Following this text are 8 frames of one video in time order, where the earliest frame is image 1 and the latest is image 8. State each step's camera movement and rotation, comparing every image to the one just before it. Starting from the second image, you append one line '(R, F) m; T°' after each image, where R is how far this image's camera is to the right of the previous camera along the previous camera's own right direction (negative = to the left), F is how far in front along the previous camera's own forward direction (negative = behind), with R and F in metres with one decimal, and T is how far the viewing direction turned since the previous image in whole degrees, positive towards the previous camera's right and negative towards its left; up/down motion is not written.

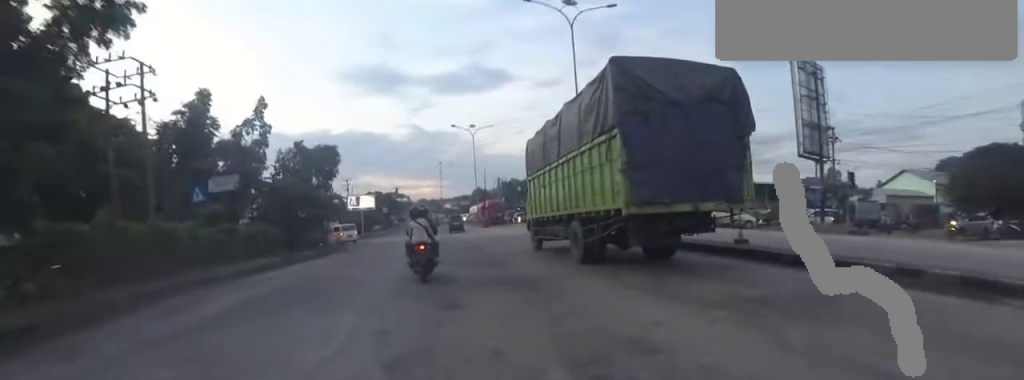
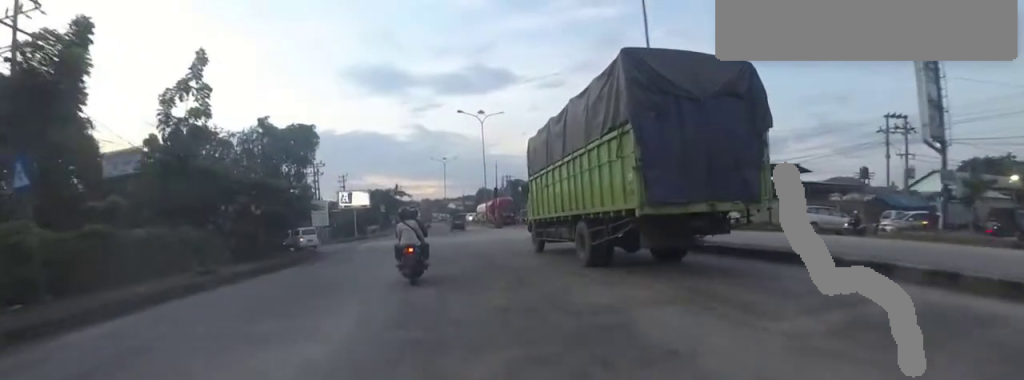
(+1.4, +7.4) m; +2°
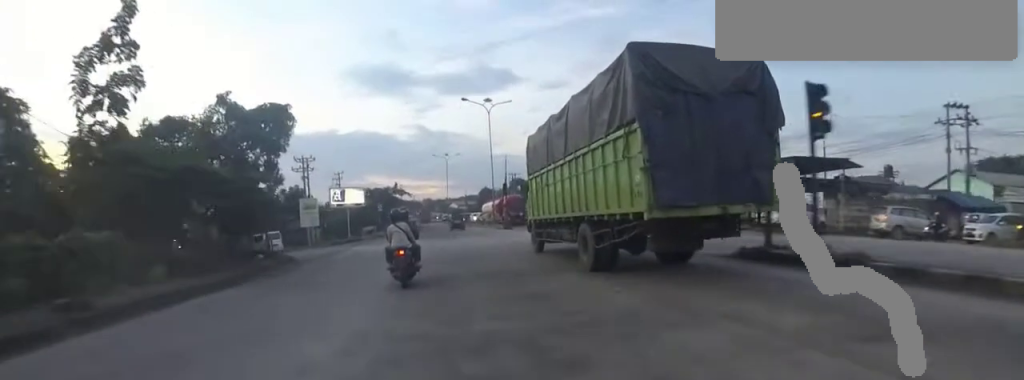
(-0.2, +5.1) m; -4°
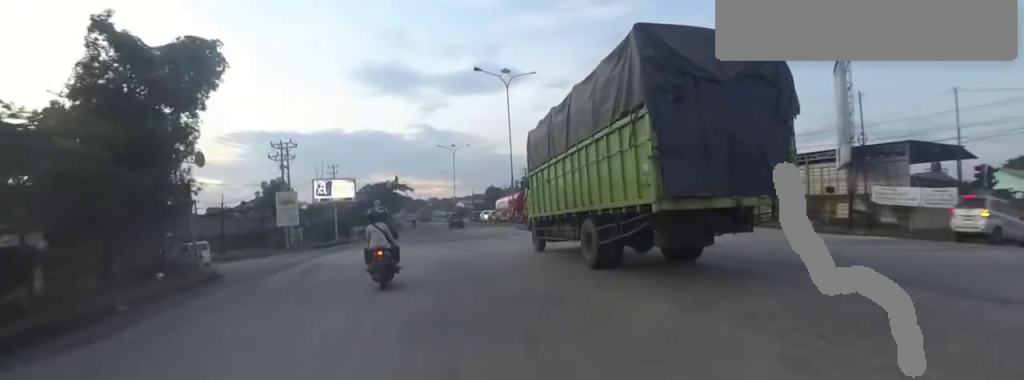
(-1.0, +8.5) m; -8°
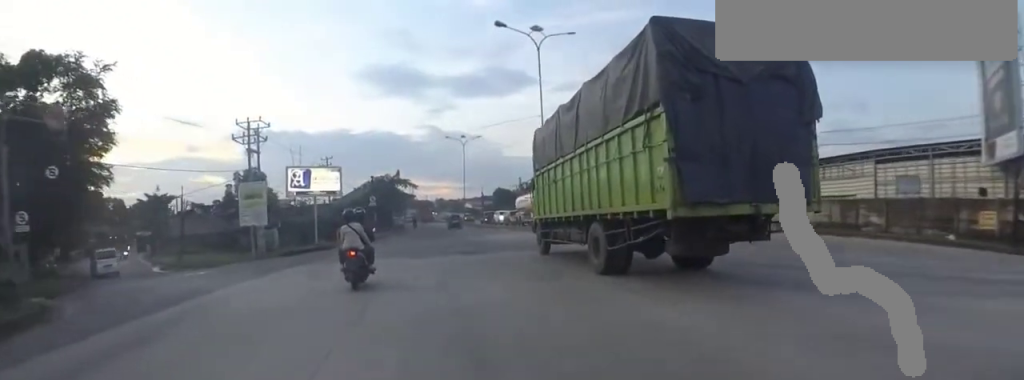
(-0.2, +8.8) m; -2°
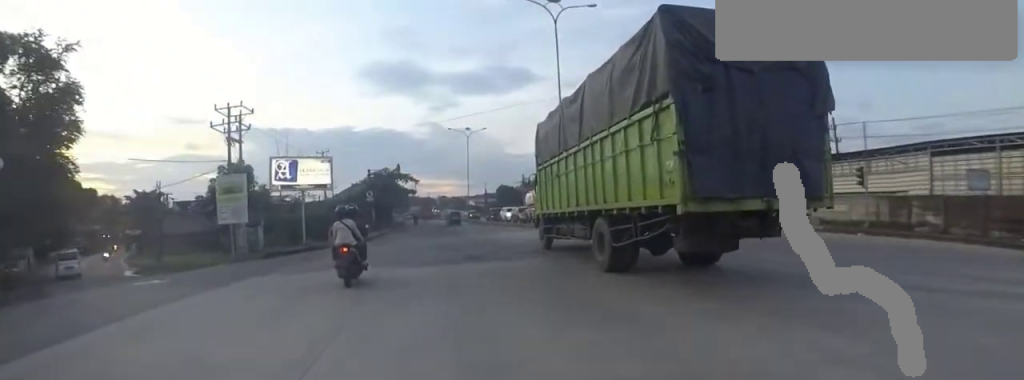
(+0.3, +3.7) m; -2°
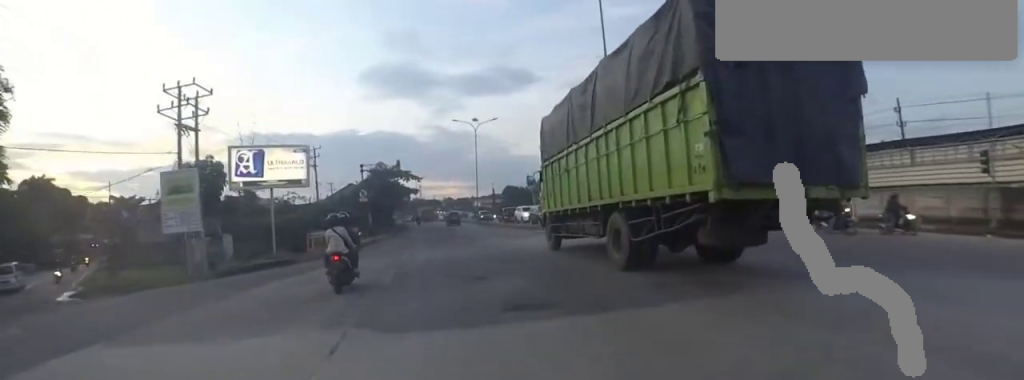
(-0.3, +6.6) m; -1°
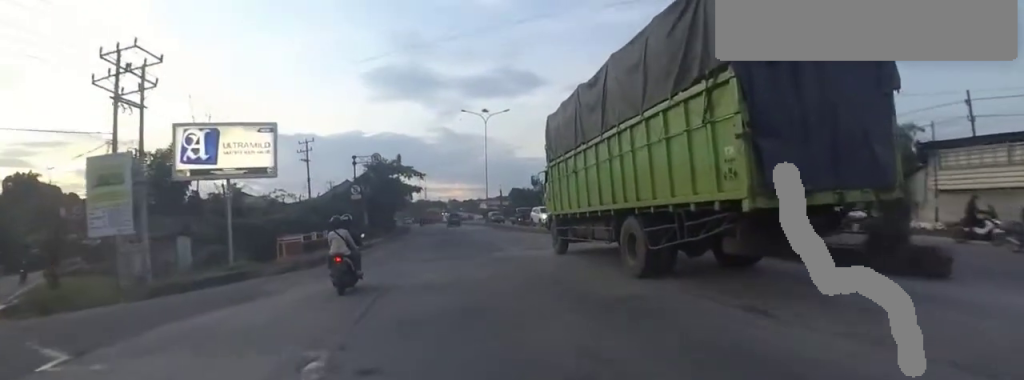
(-0.6, +5.8) m; +1°
